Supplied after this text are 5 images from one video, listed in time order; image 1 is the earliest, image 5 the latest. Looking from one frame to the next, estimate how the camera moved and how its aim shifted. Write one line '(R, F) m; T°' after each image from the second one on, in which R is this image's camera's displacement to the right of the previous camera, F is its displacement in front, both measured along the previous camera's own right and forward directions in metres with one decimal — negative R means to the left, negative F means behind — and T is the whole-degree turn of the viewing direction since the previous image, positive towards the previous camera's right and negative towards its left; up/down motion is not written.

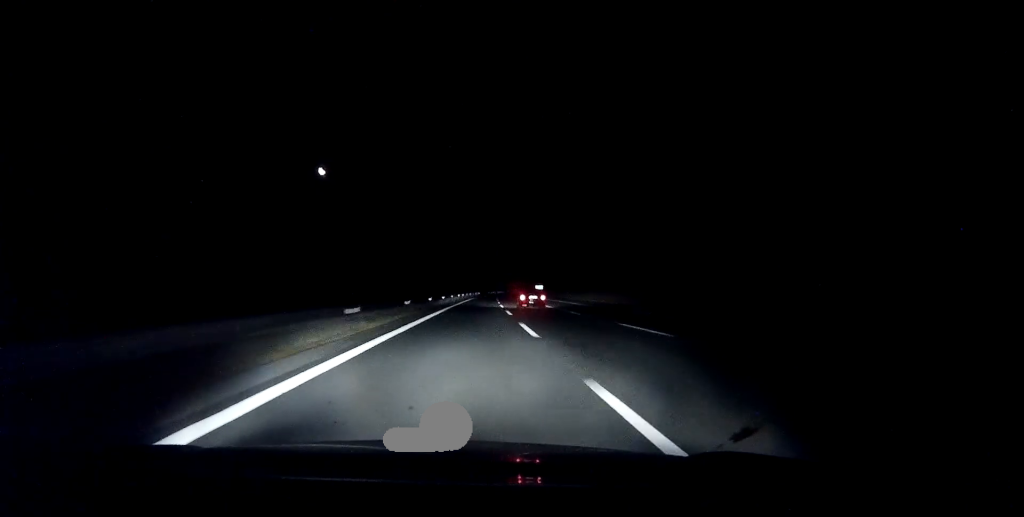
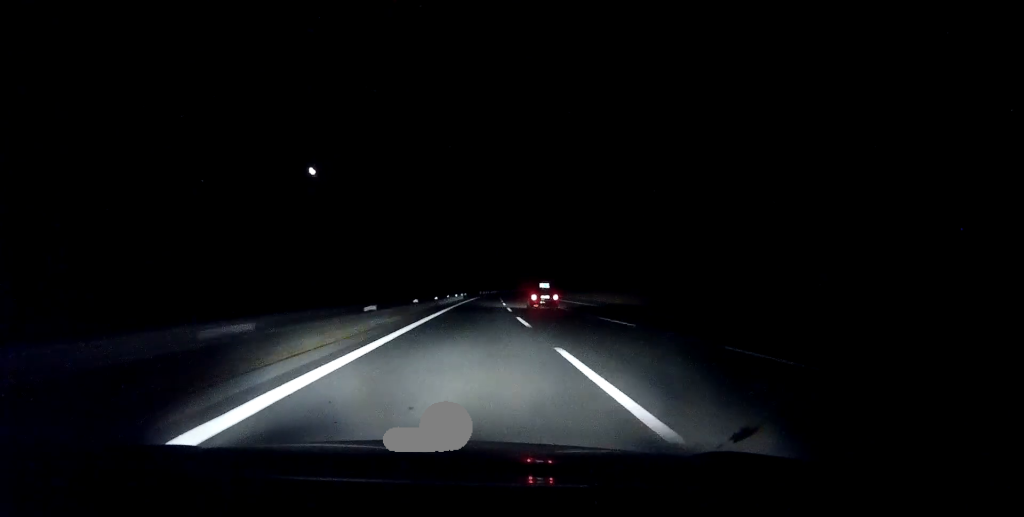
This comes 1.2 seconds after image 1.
(+0.8, +69.4) m; +1°
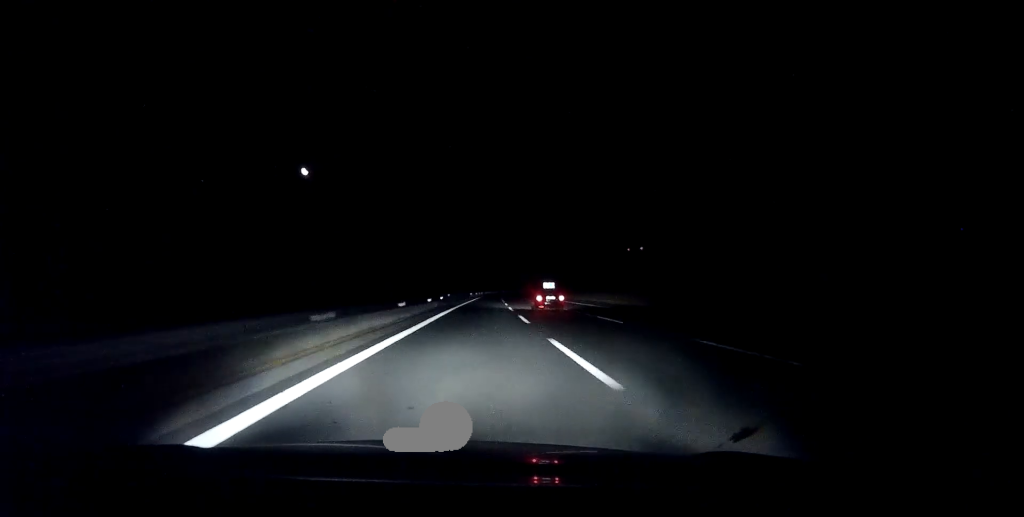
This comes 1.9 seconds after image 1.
(+0.2, +43.1) m; 0°
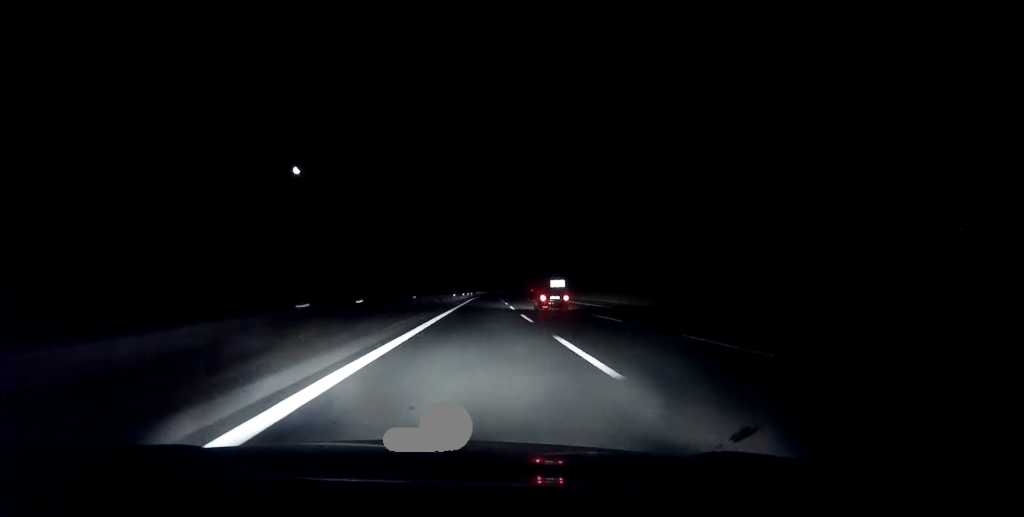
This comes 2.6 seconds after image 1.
(+0.1, +43.1) m; +1°
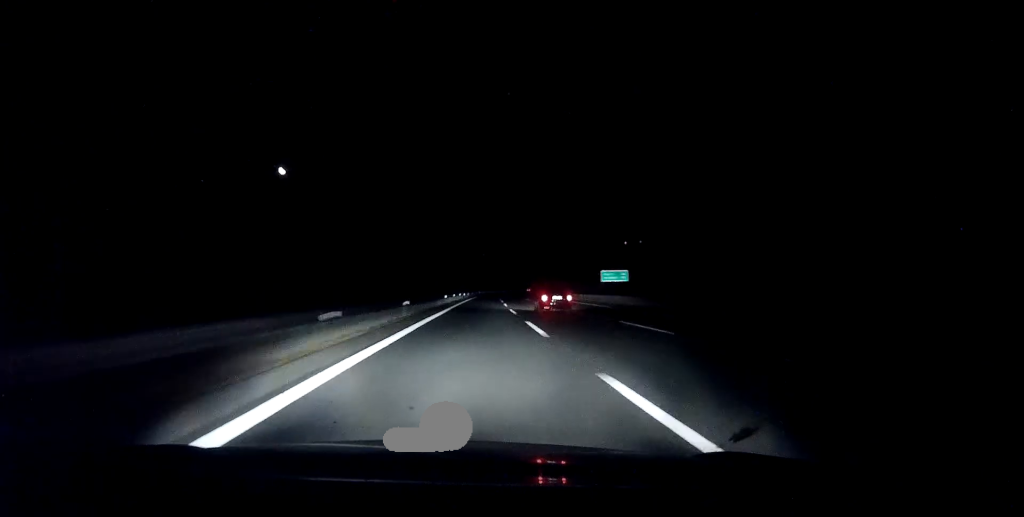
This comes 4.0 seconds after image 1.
(+1.1, +81.5) m; +2°
